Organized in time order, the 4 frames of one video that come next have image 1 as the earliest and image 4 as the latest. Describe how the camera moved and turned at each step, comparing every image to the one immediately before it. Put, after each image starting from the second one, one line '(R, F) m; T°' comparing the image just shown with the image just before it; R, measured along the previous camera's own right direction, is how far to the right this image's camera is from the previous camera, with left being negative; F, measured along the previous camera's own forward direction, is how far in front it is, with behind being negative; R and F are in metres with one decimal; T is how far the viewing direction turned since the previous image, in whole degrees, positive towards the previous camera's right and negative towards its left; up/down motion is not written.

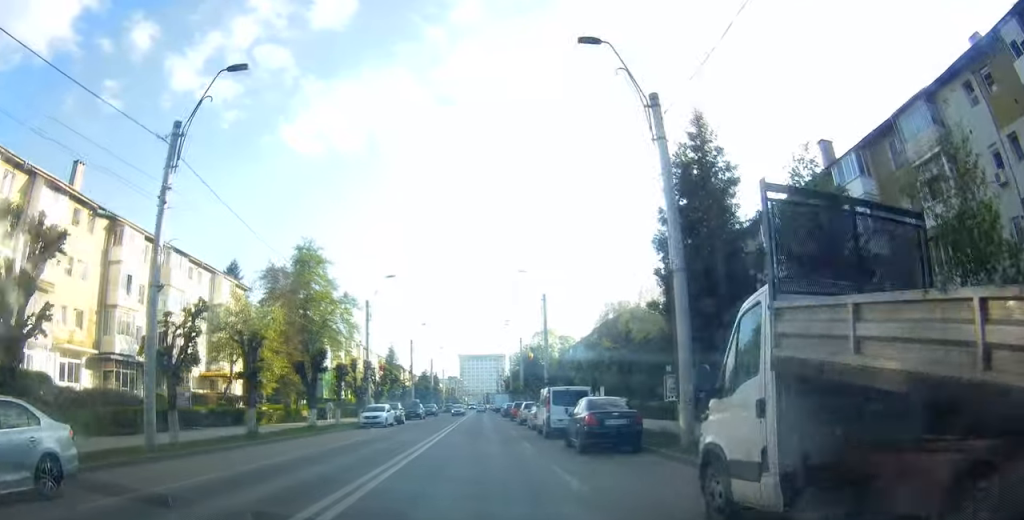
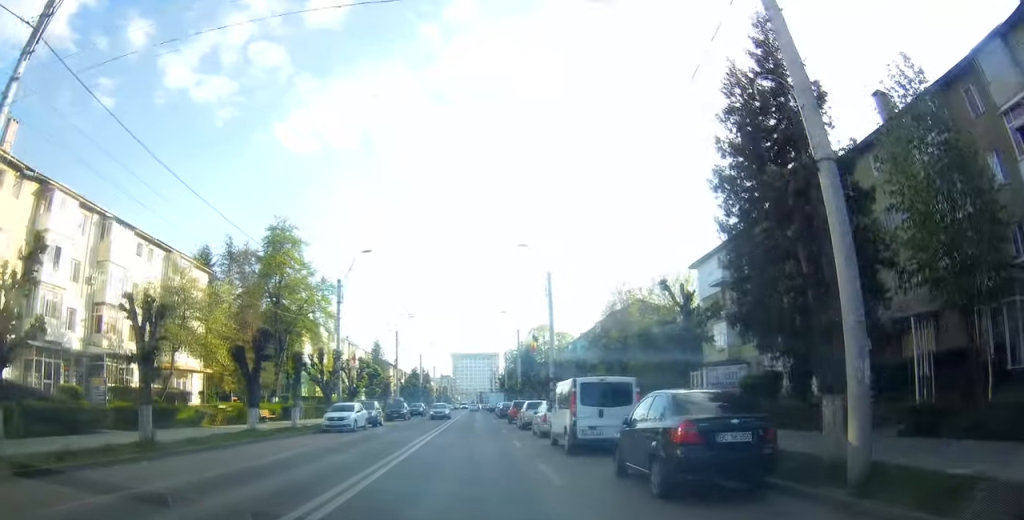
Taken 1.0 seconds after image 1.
(+0.2, +7.8) m; +1°
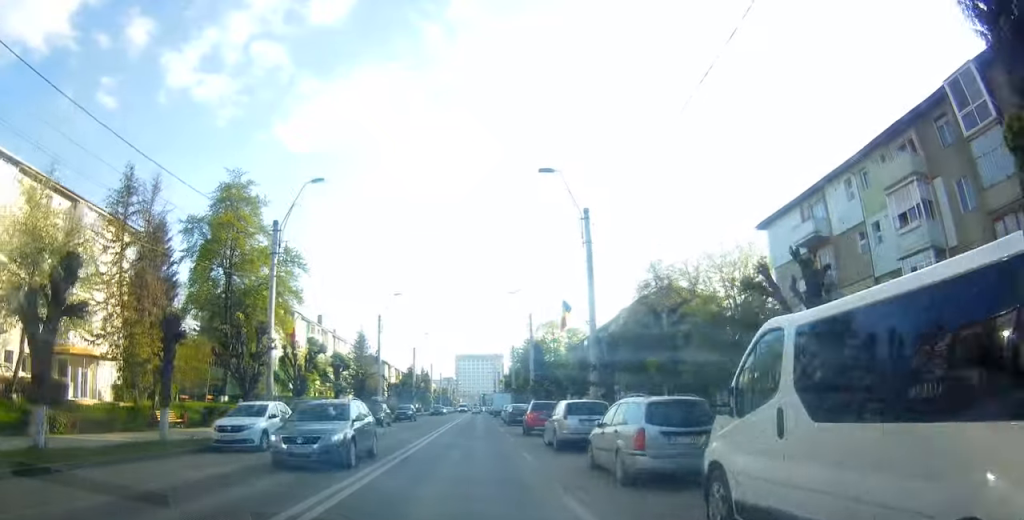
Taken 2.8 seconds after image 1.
(0.0, +13.4) m; +1°
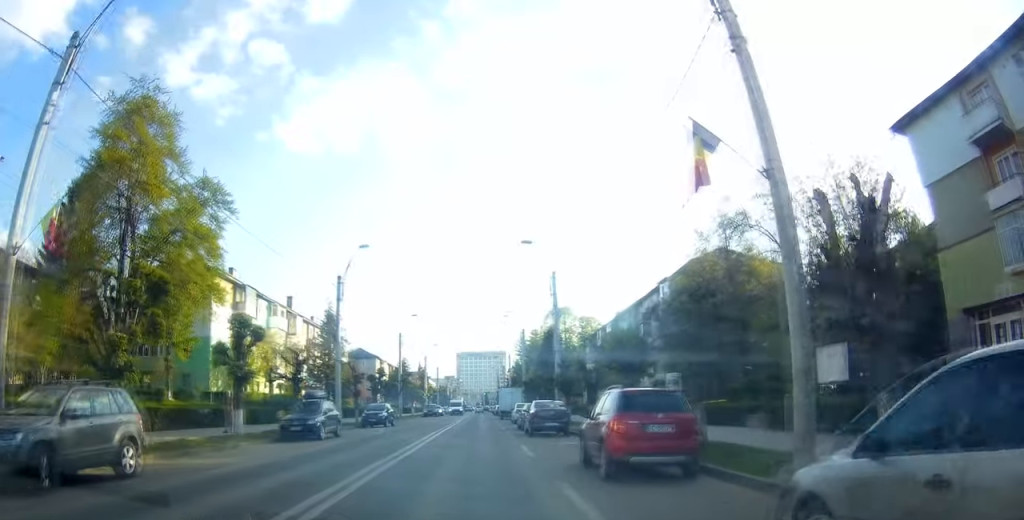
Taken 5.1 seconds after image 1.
(0.0, +15.9) m; -4°
